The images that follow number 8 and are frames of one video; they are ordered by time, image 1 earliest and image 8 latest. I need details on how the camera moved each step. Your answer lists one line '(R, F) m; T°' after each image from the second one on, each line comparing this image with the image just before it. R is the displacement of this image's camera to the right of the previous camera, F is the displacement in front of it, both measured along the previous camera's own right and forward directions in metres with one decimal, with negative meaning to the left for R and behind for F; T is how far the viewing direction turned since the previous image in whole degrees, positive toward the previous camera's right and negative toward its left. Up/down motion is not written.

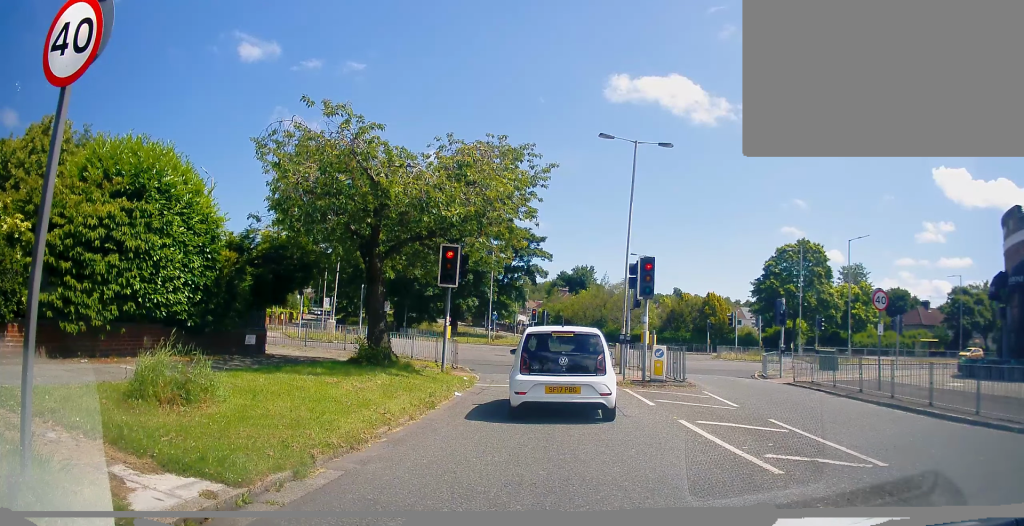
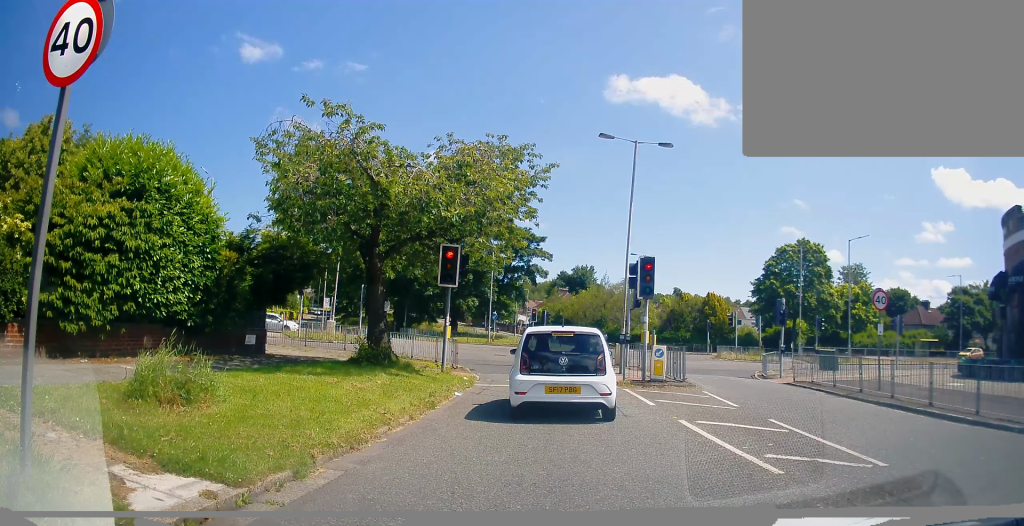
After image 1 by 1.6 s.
(0.0, 0.0) m; 0°
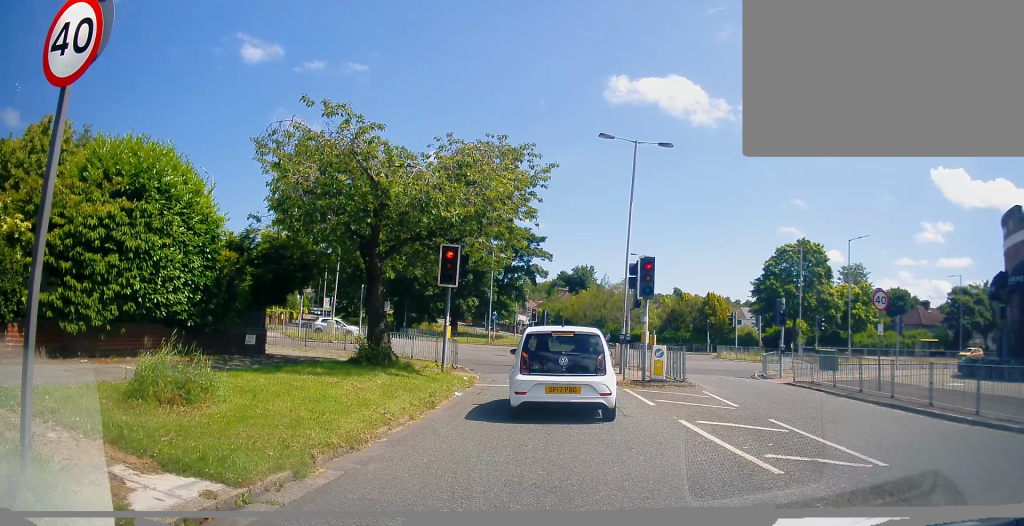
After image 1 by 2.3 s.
(0.0, 0.0) m; 0°
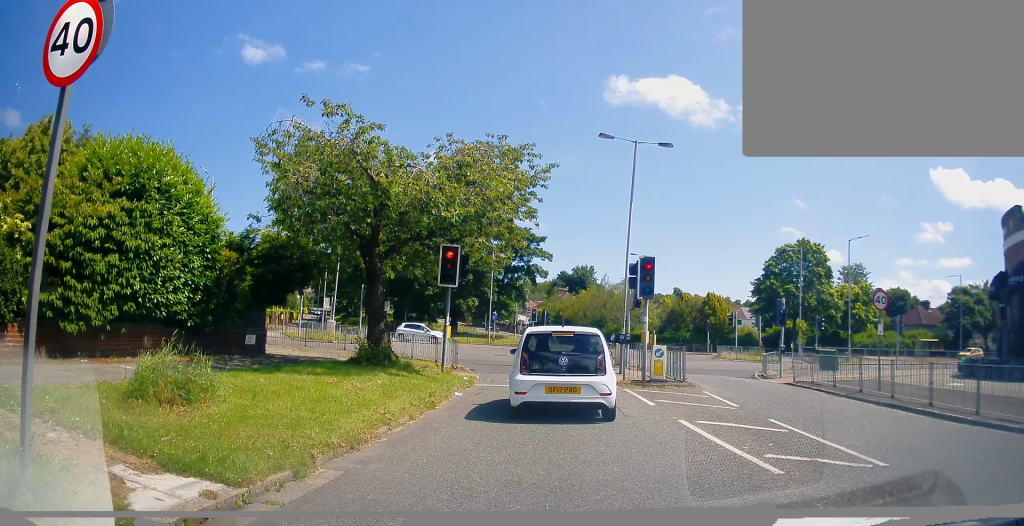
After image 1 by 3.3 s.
(0.0, 0.0) m; 0°
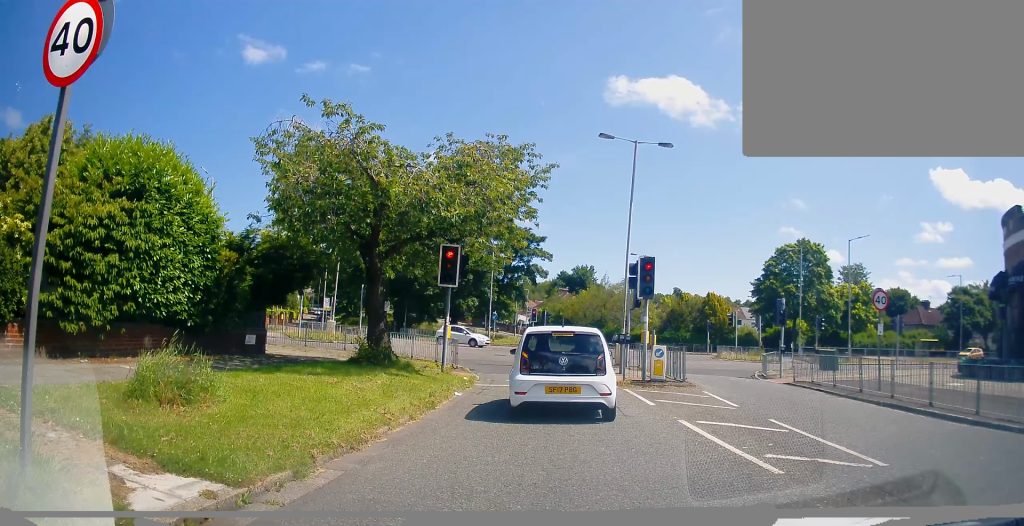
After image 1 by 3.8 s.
(0.0, 0.0) m; 0°
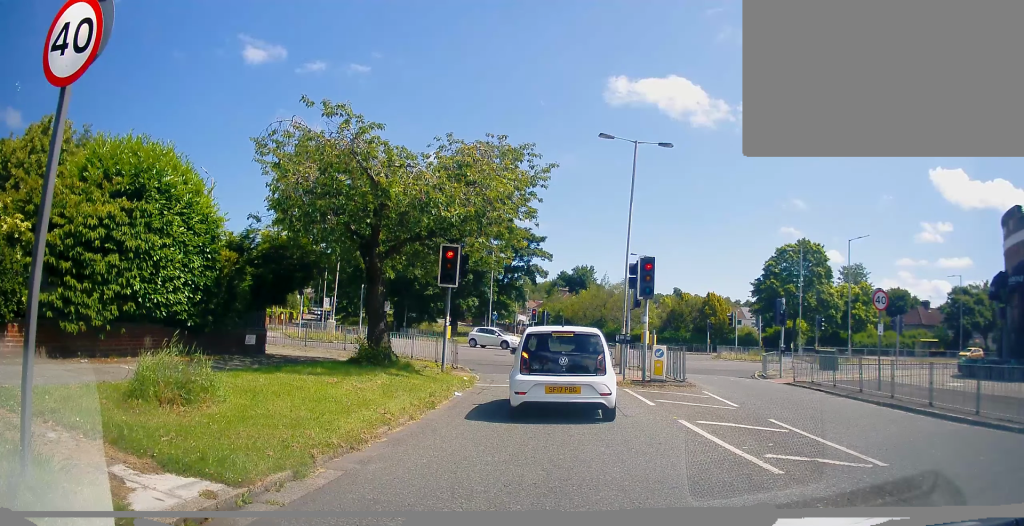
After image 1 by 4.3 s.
(0.0, 0.0) m; 0°
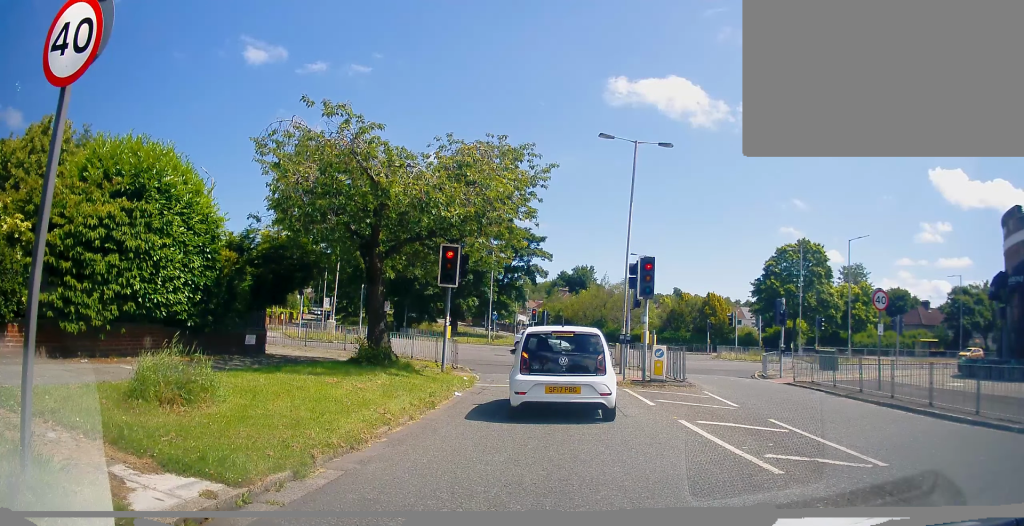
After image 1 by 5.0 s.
(0.0, 0.0) m; 0°
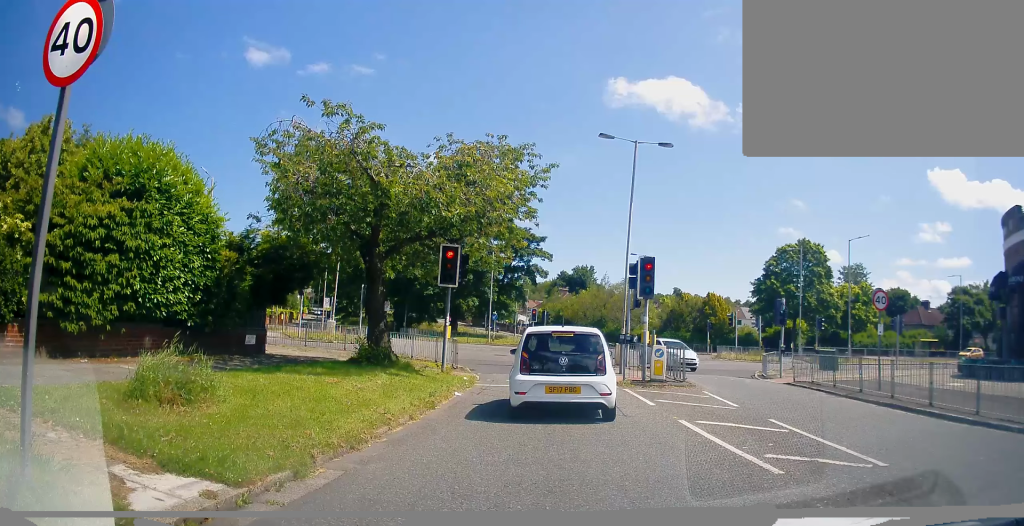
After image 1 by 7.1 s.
(0.0, 0.0) m; 0°
